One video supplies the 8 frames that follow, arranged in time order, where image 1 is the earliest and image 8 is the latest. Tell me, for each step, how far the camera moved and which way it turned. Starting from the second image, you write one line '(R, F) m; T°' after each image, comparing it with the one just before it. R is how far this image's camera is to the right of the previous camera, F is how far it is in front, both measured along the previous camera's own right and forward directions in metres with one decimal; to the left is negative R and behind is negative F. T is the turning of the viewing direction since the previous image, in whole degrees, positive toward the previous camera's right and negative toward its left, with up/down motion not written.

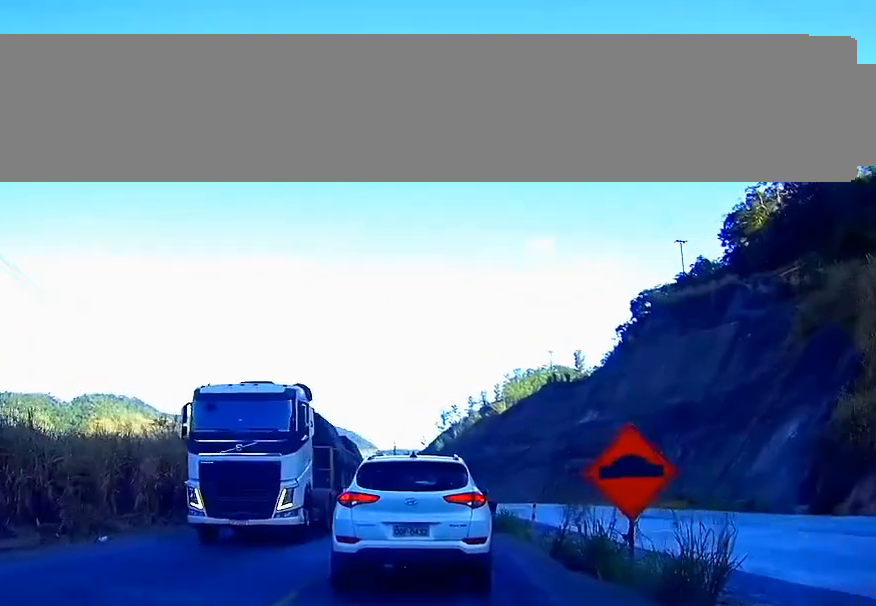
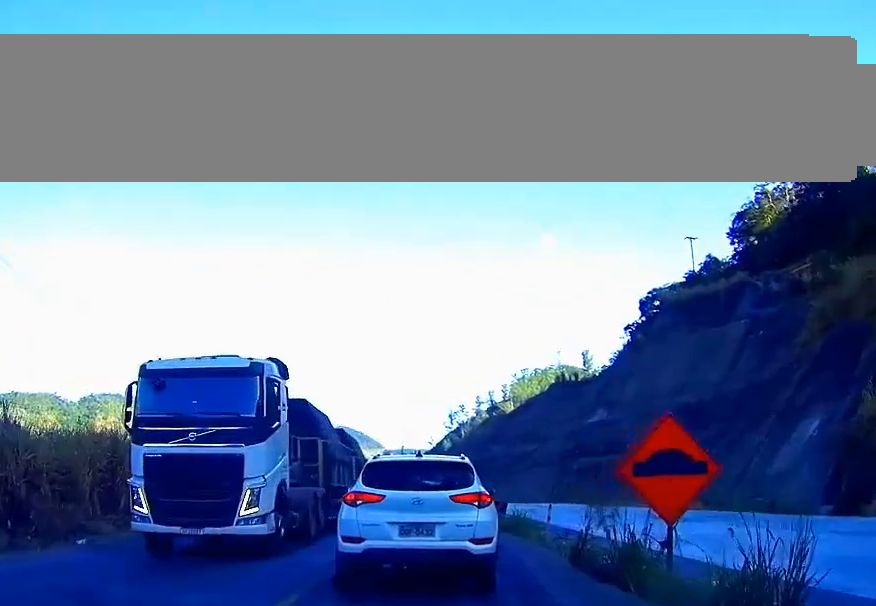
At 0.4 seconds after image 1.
(0.0, +1.8) m; -1°
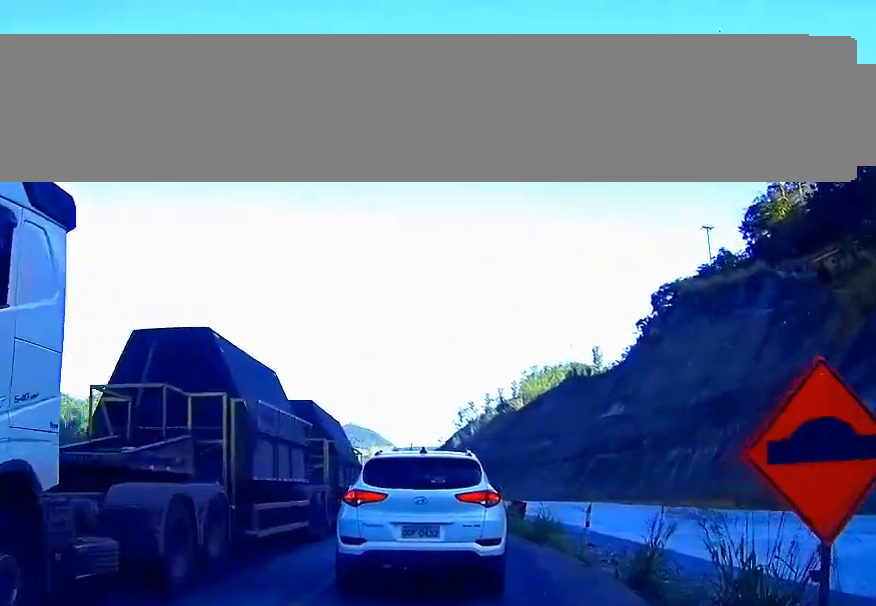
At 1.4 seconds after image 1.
(-0.1, +4.4) m; -2°
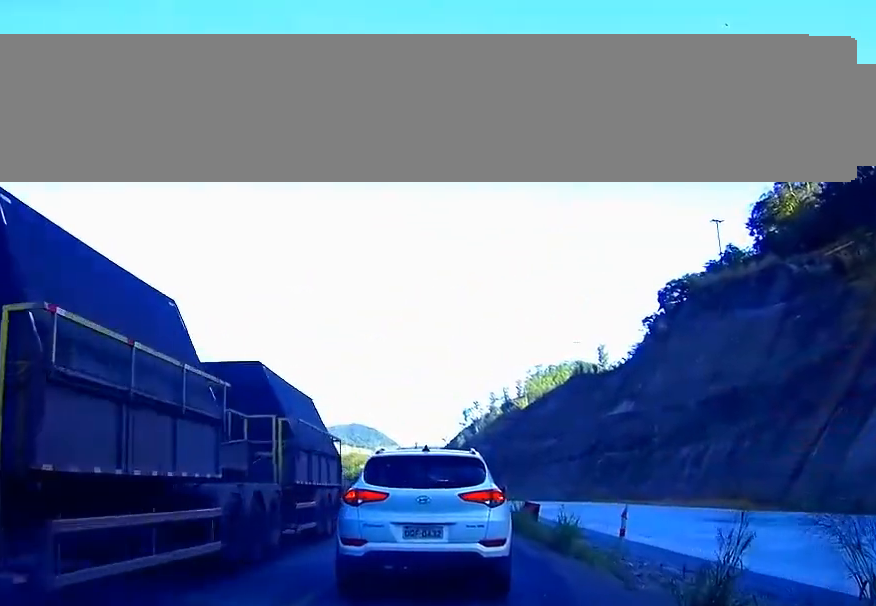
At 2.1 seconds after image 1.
(0.0, +2.9) m; -1°
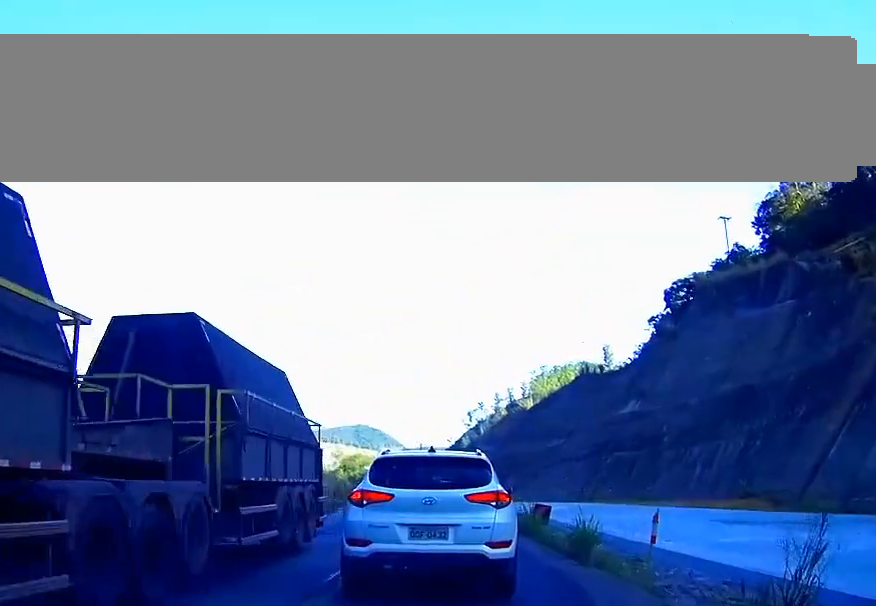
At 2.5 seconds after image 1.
(0.0, +1.8) m; -1°
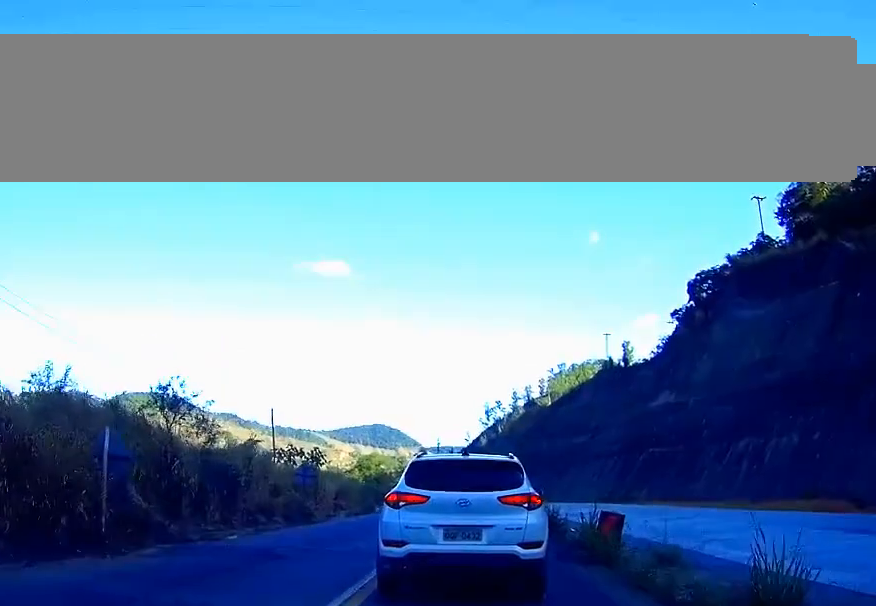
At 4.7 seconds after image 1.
(-0.1, +8.8) m; 0°
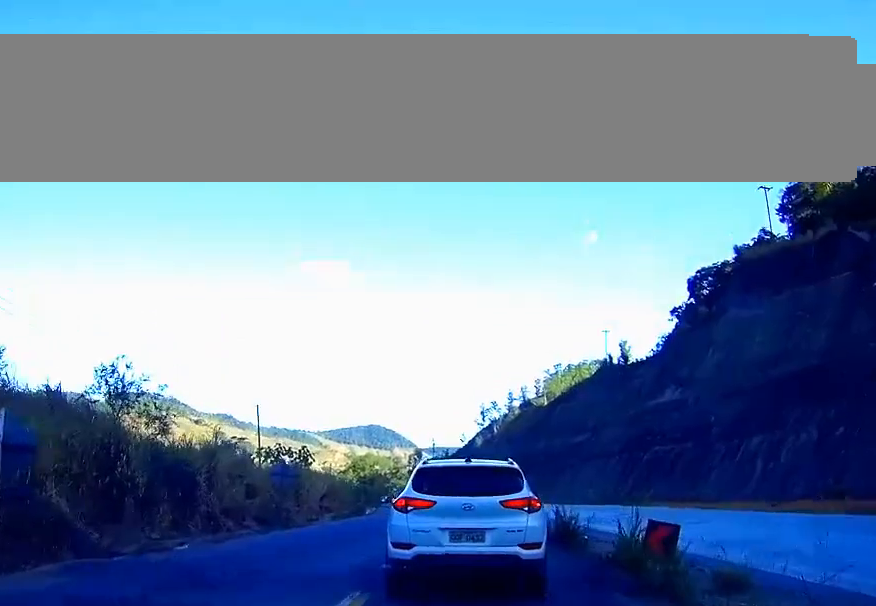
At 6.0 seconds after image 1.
(+0.1, +4.7) m; -1°
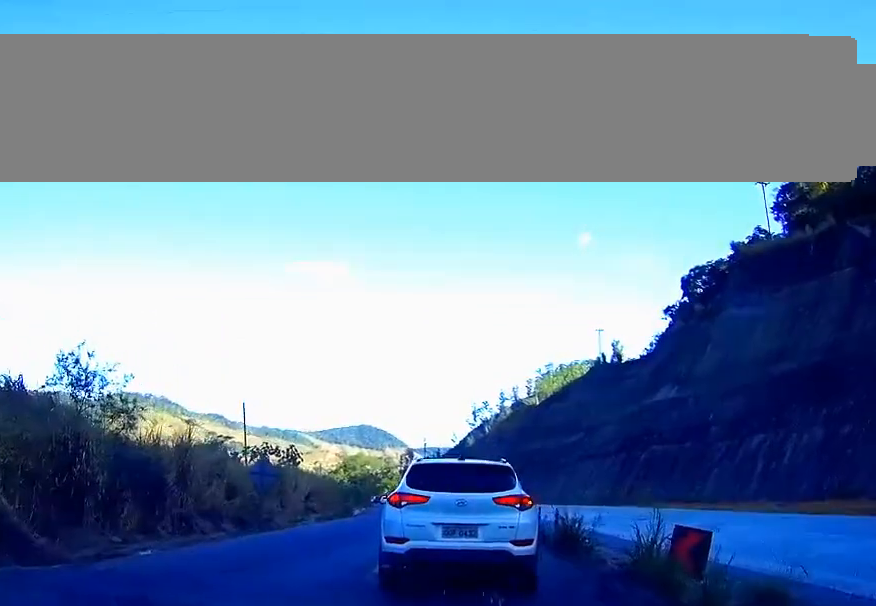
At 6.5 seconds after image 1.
(0.0, +2.1) m; 0°
